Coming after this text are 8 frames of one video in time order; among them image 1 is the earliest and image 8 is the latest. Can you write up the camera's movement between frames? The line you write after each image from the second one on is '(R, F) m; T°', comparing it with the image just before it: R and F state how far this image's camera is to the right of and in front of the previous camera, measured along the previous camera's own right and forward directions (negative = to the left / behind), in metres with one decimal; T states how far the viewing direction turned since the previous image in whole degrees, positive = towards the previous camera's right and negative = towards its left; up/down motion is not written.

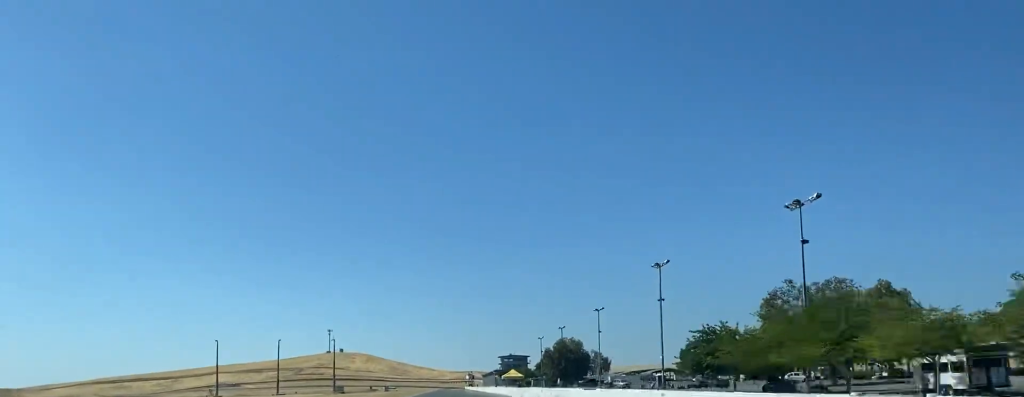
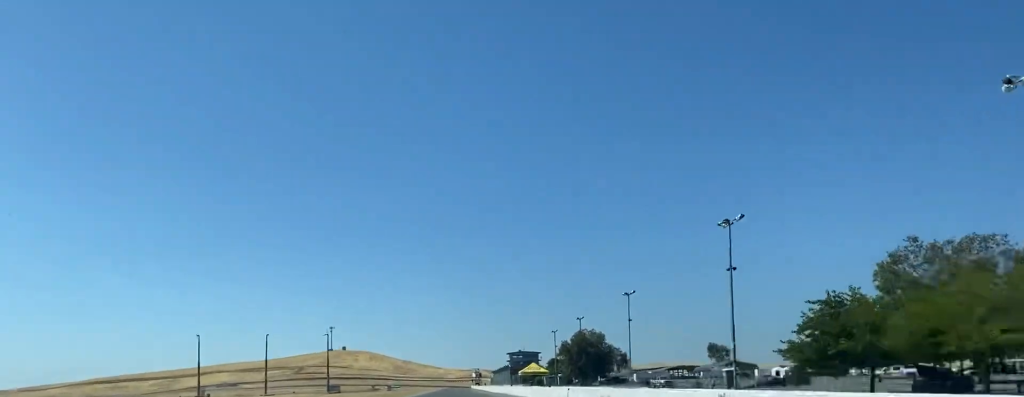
(-0.2, +29.7) m; 0°
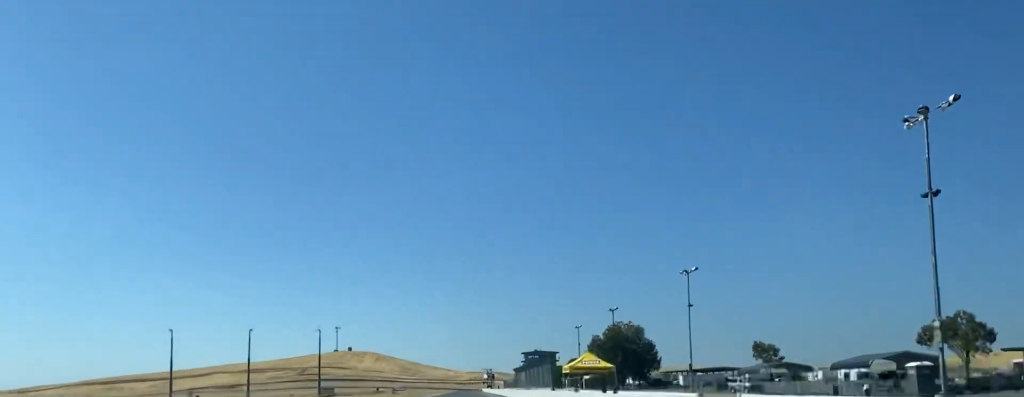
(-0.2, +37.2) m; 0°
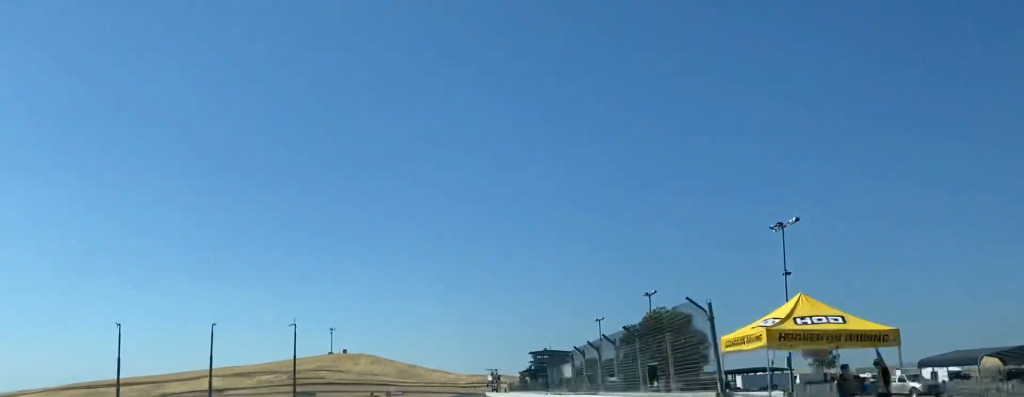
(+0.3, +36.7) m; 0°
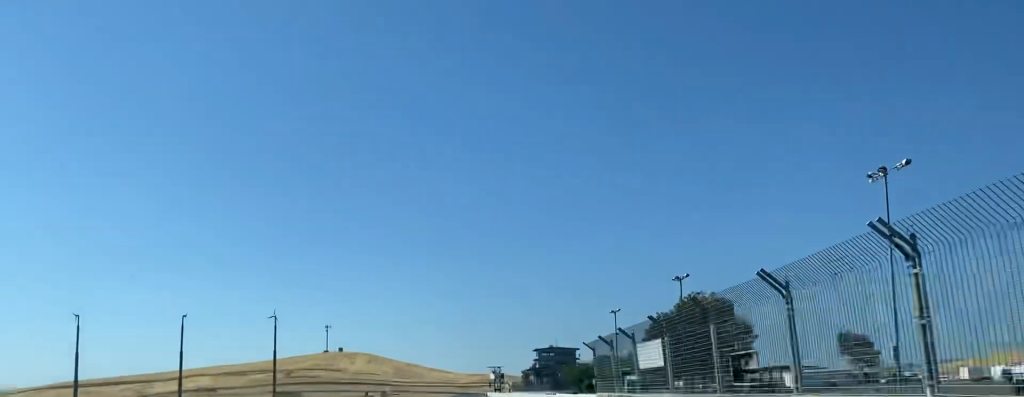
(0.0, +21.3) m; 0°
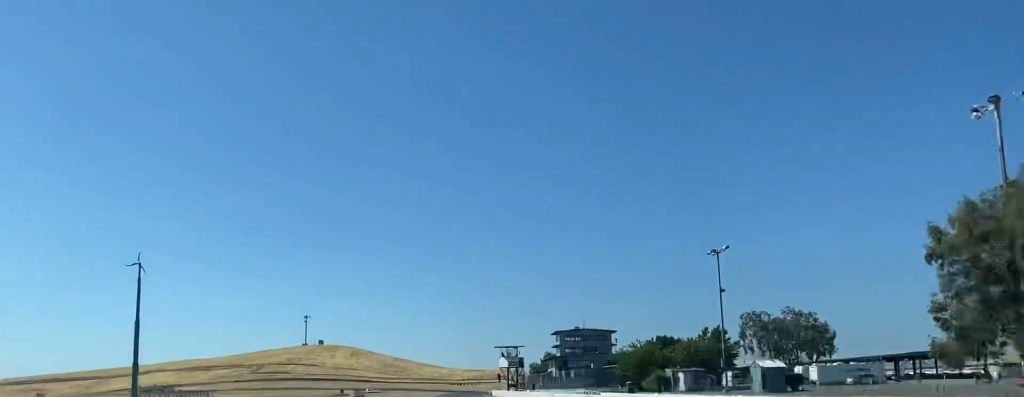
(0.0, +79.3) m; 0°
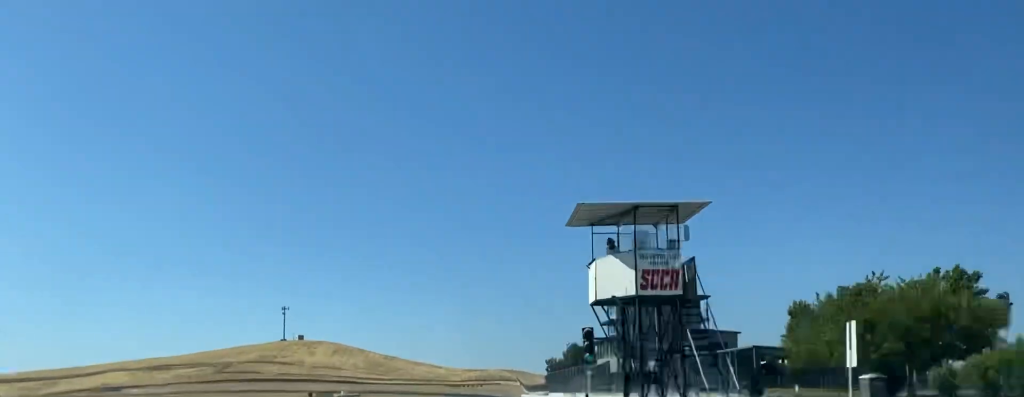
(+0.5, +80.0) m; +1°
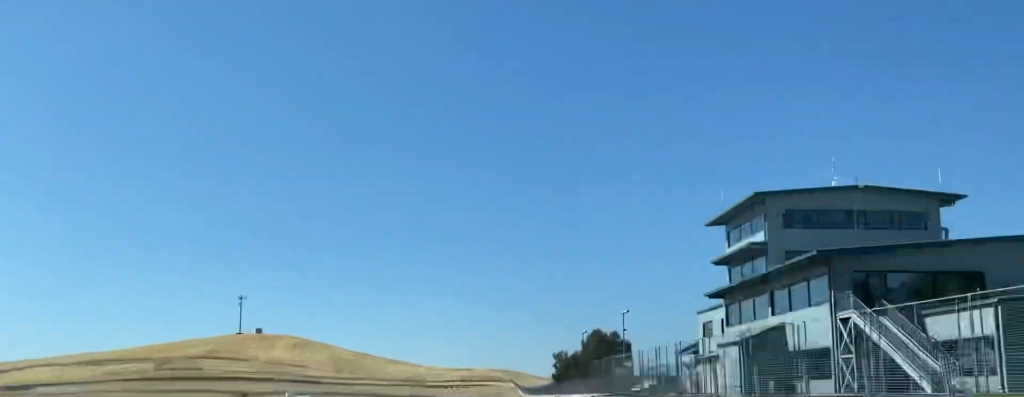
(+0.6, +62.6) m; +1°
